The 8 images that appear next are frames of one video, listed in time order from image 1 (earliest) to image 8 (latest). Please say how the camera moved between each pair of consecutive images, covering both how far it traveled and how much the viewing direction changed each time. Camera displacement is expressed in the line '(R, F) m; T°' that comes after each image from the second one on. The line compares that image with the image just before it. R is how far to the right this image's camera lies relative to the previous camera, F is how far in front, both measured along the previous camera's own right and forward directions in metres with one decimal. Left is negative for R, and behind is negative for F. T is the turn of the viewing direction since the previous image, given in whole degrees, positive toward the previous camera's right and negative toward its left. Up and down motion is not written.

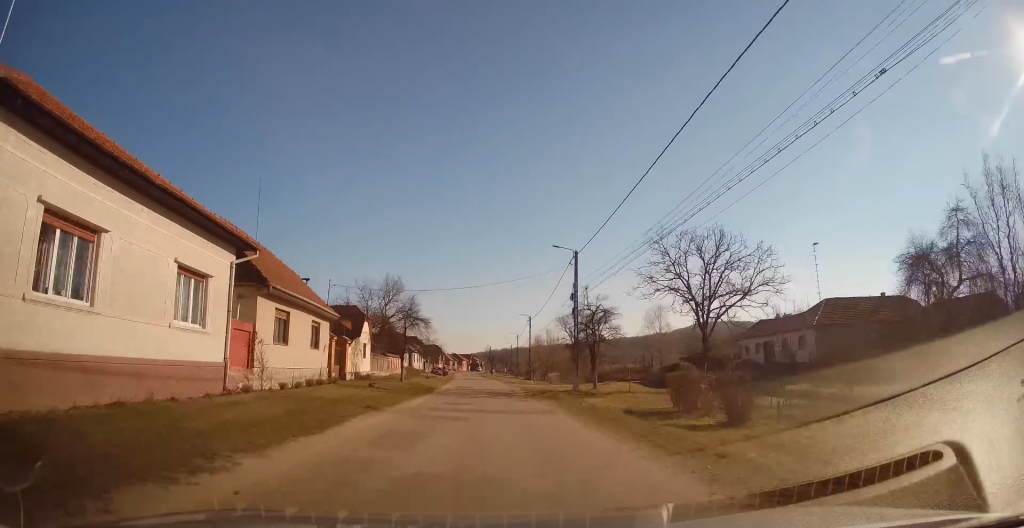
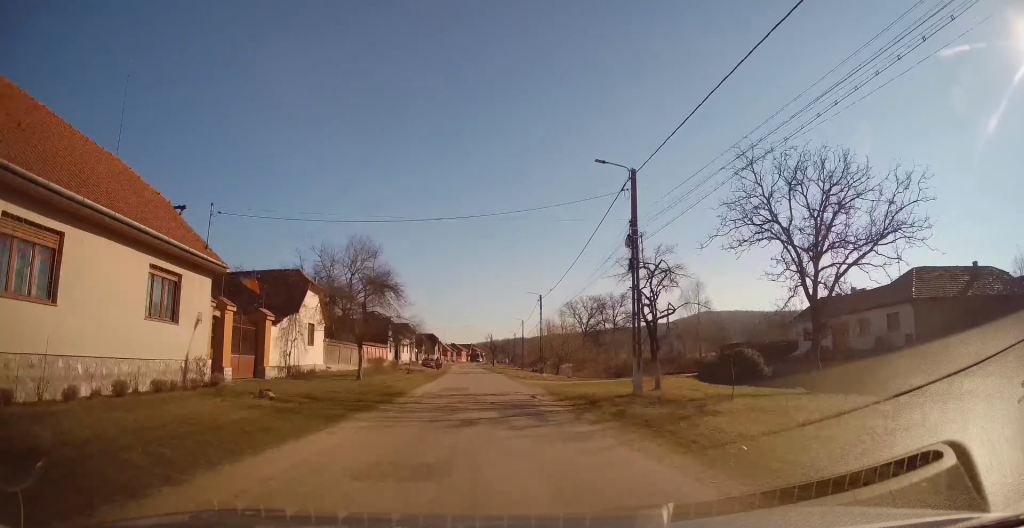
(+0.1, +13.0) m; +1°
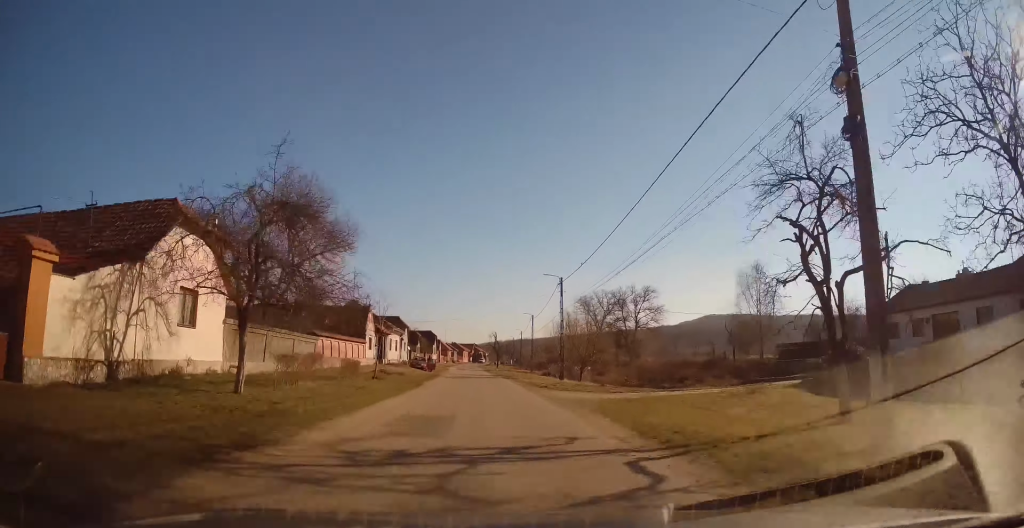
(+0.2, +12.5) m; +1°
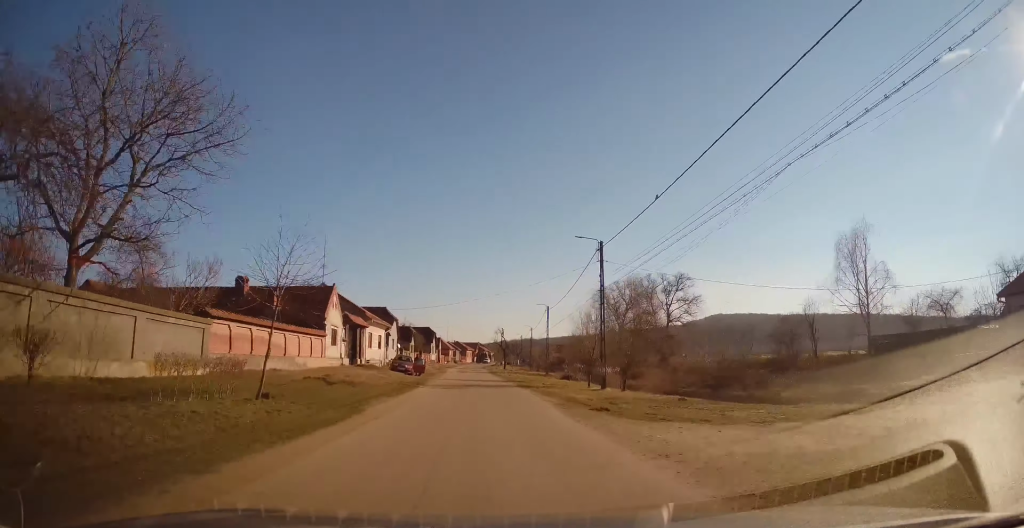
(0.0, +13.3) m; -1°
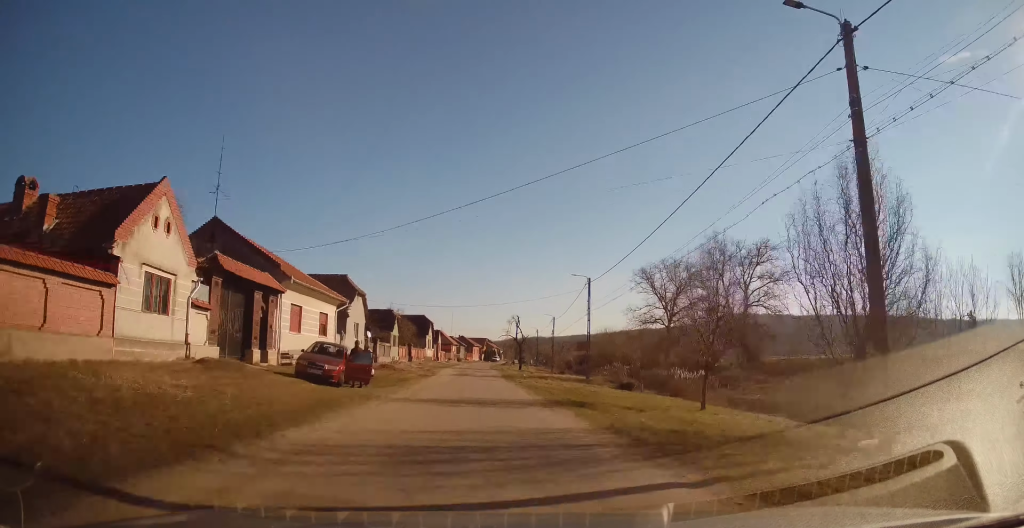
(-0.4, +21.1) m; -3°
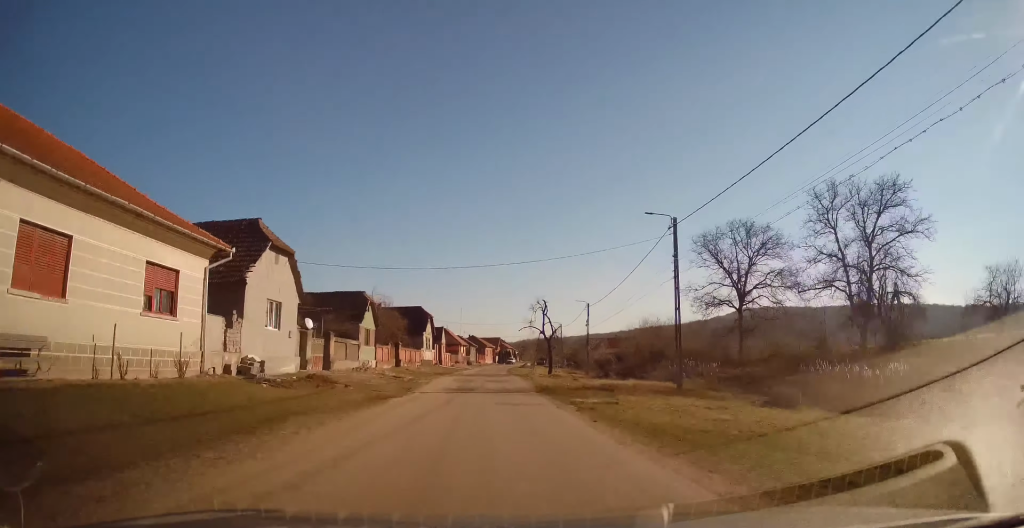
(-0.5, +18.3) m; -1°
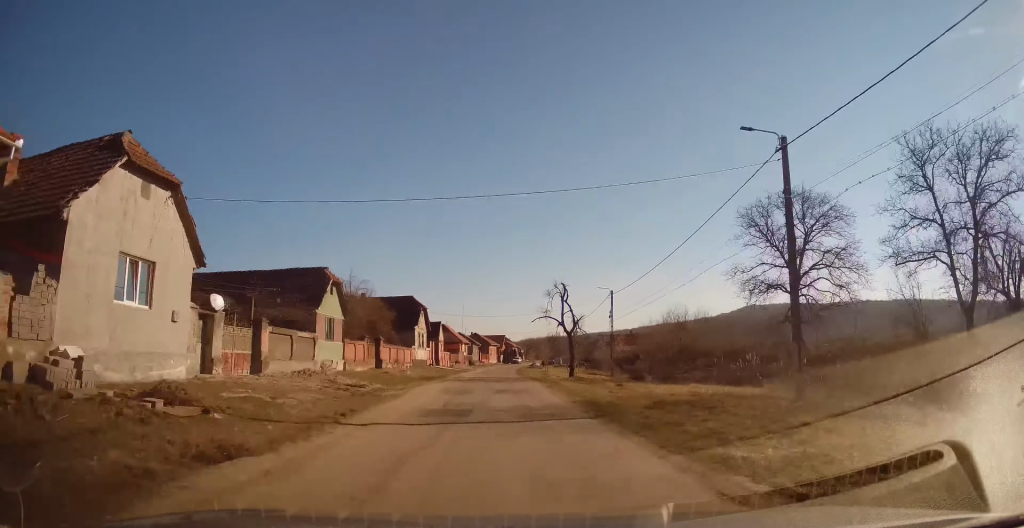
(0.0, +10.2) m; +1°
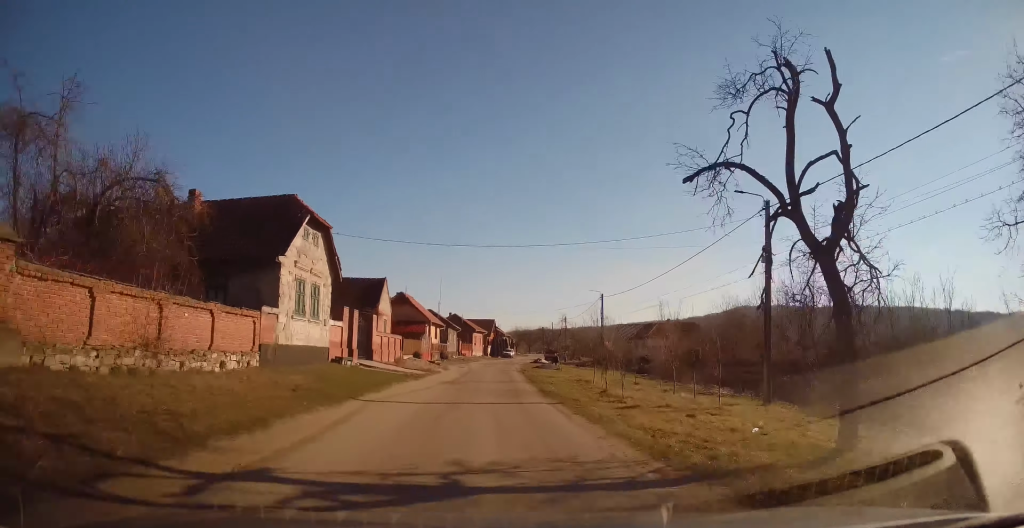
(+0.8, +31.3) m; +3°
